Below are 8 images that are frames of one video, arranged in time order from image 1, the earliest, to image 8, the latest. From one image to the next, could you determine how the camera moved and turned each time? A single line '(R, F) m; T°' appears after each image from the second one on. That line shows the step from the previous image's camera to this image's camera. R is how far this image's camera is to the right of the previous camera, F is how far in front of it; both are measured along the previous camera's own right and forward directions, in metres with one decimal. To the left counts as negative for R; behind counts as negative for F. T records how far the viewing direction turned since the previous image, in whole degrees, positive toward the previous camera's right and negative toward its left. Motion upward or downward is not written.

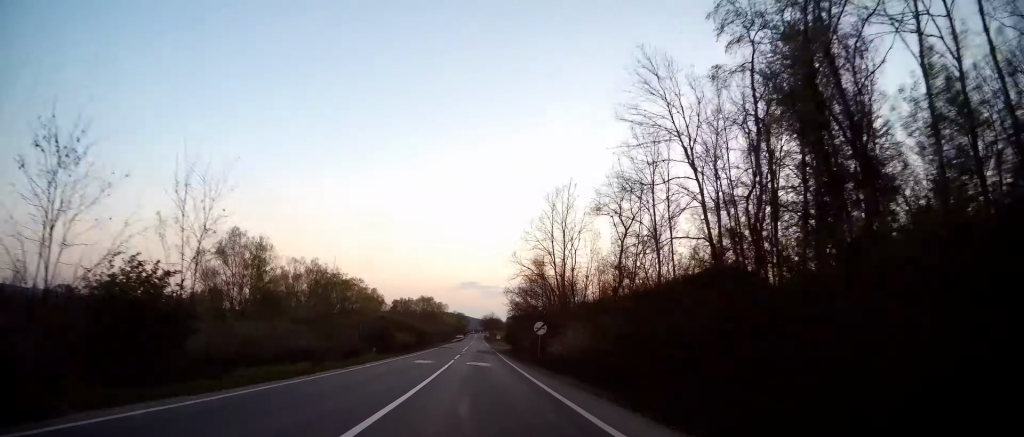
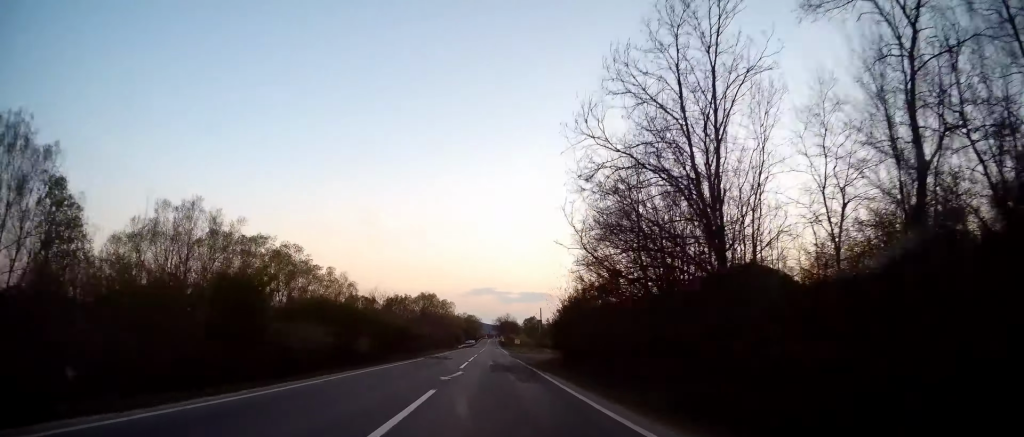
(-1.2, +32.6) m; -4°
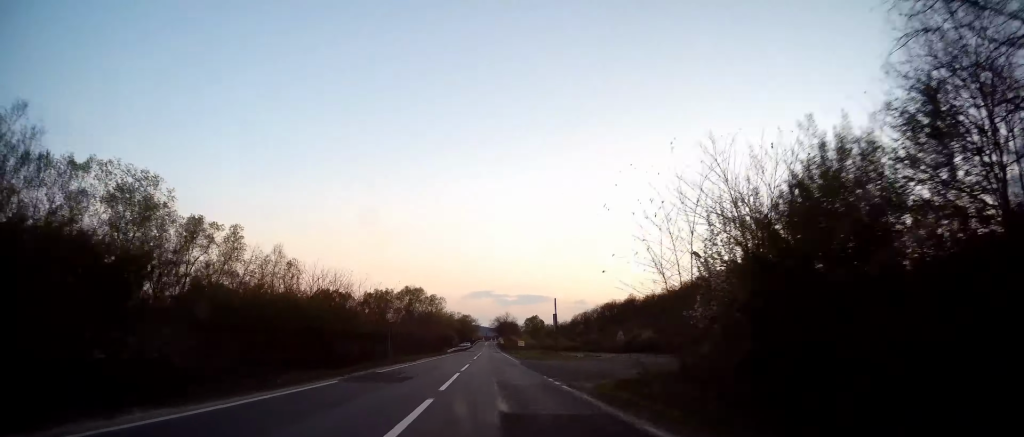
(-0.6, +22.9) m; -2°
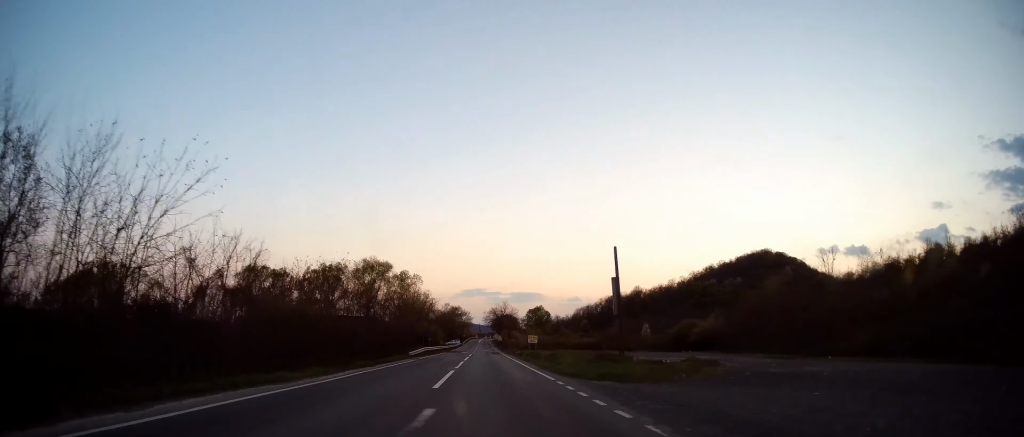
(-0.1, +36.0) m; 0°
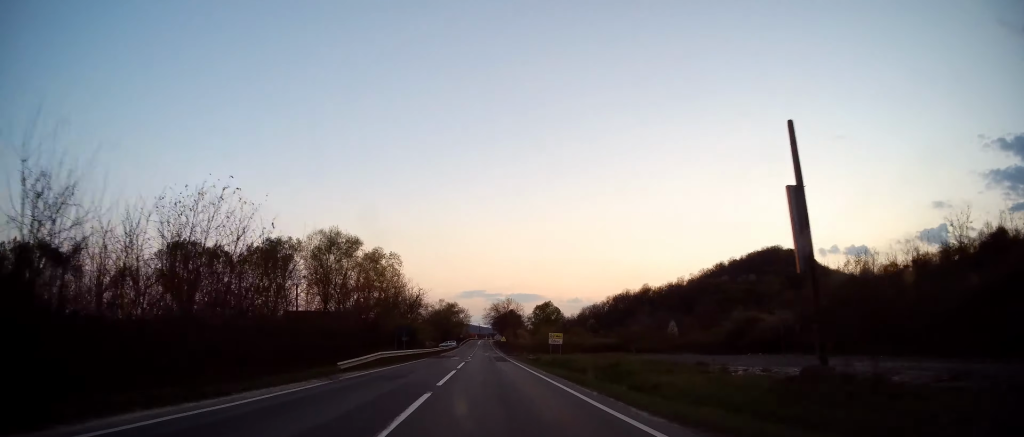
(+0.1, +22.1) m; 0°
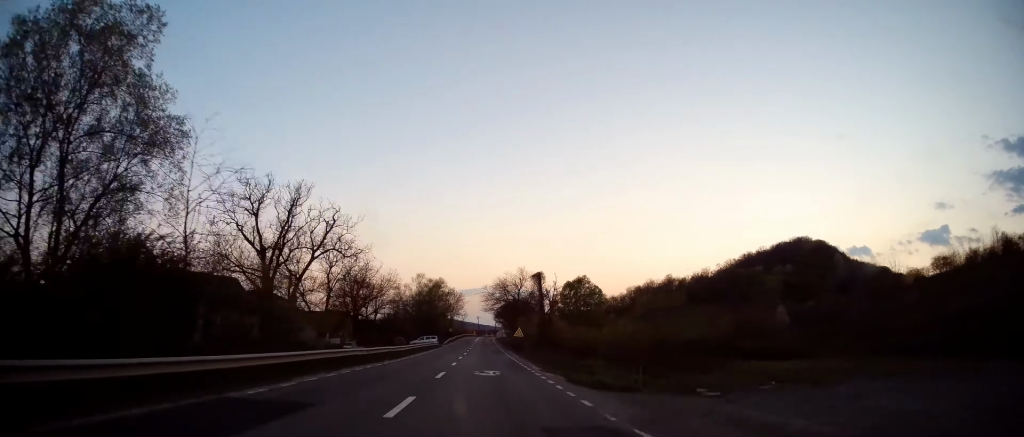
(+0.2, +51.0) m; +1°
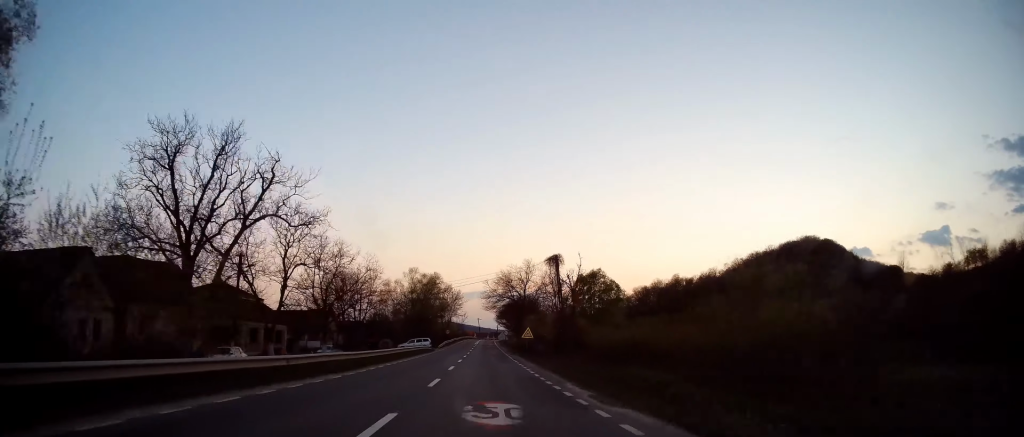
(+0.2, +11.6) m; 0°
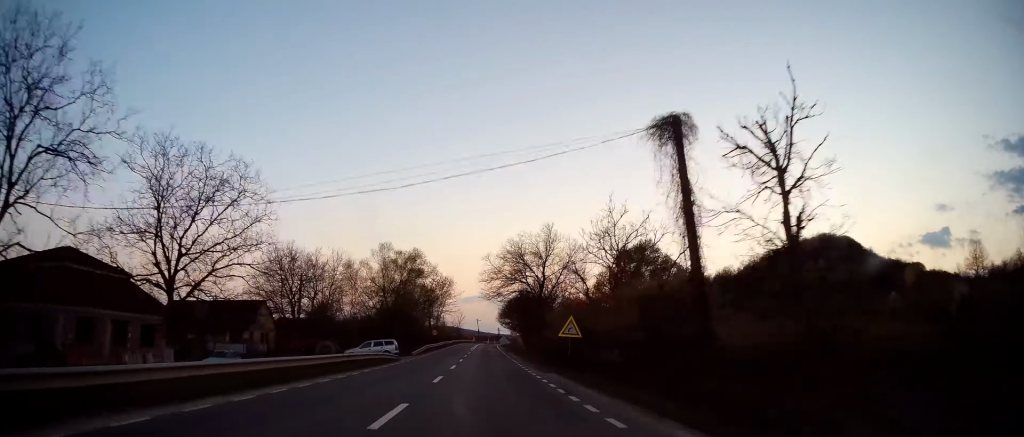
(-0.2, +25.6) m; -1°
